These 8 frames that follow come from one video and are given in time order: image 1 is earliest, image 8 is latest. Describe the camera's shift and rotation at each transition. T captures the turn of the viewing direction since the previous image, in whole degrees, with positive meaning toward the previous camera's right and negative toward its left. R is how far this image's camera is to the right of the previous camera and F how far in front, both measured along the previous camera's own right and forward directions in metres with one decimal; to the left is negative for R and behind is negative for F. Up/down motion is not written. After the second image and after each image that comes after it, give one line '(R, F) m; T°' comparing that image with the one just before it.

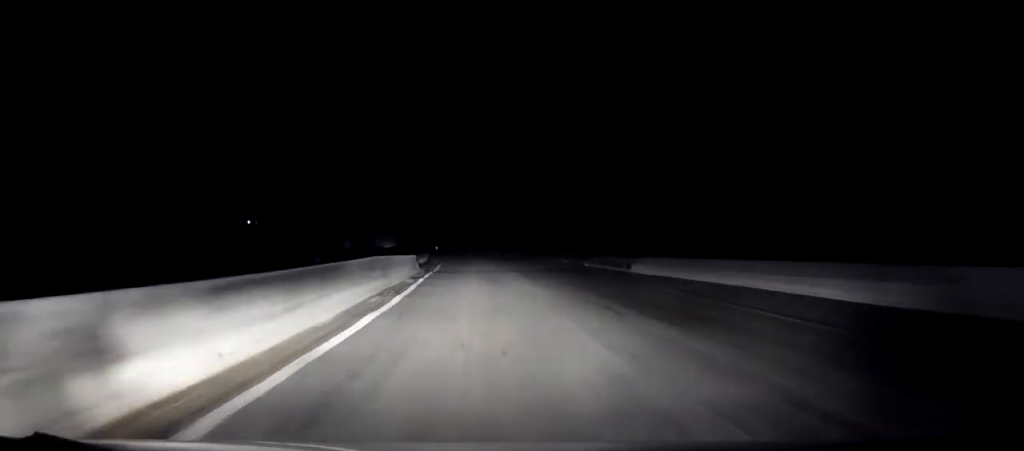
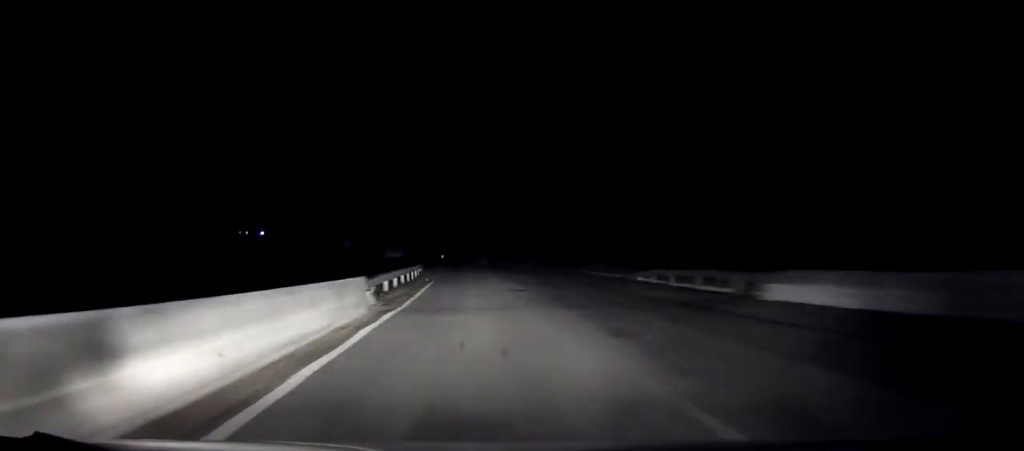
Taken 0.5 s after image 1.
(-0.1, +16.1) m; -1°
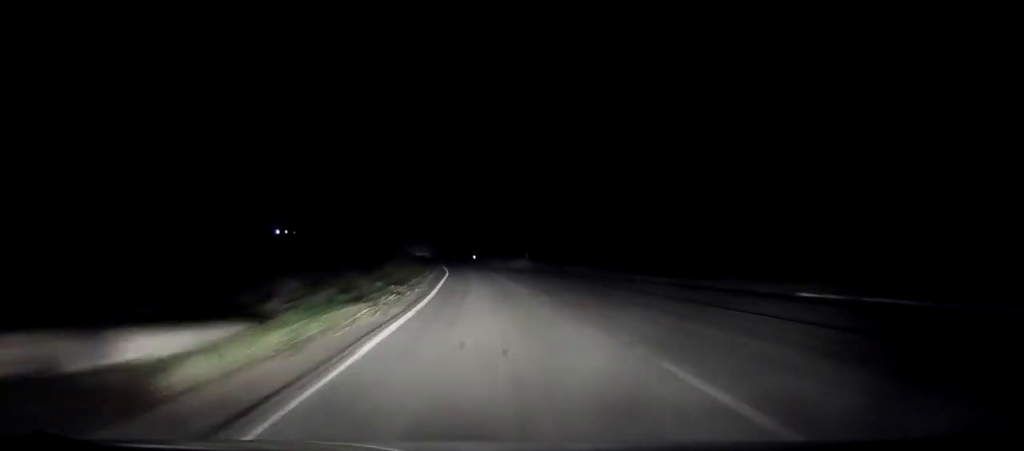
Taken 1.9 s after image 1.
(-1.0, +45.0) m; -3°
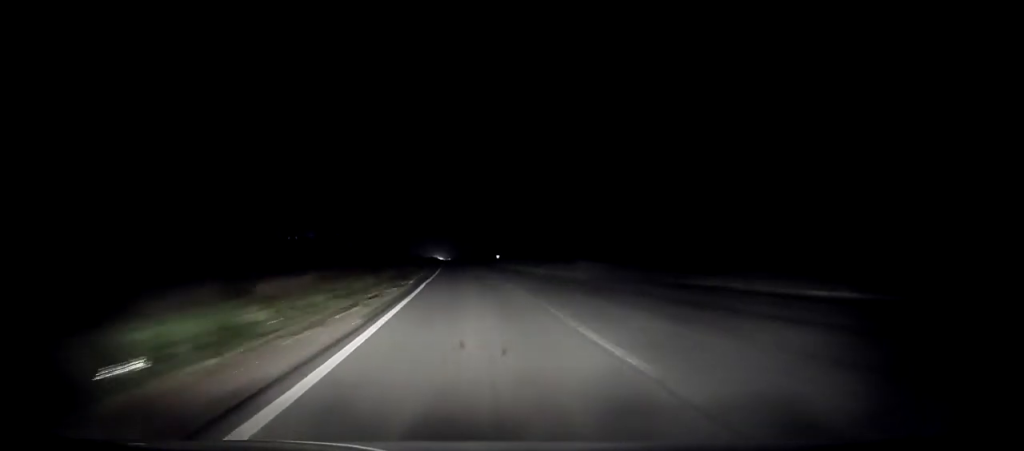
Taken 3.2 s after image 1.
(-0.7, +43.6) m; -2°
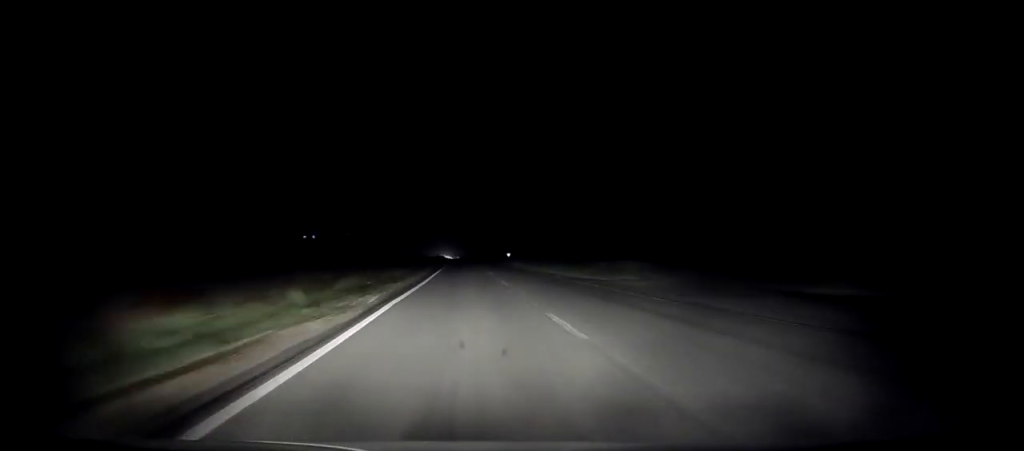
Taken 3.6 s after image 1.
(-0.2, +13.2) m; -1°
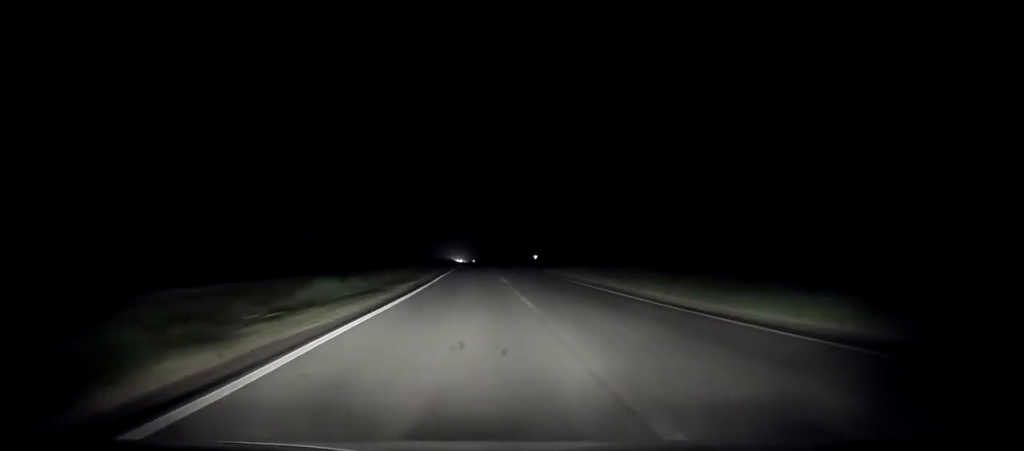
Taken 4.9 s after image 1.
(-0.6, +41.0) m; -1°
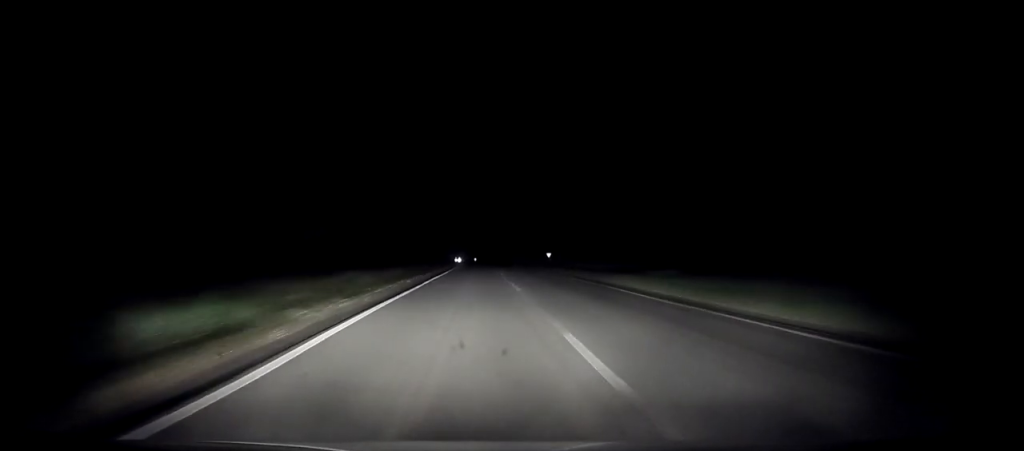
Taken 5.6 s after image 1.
(-0.1, +25.7) m; 0°
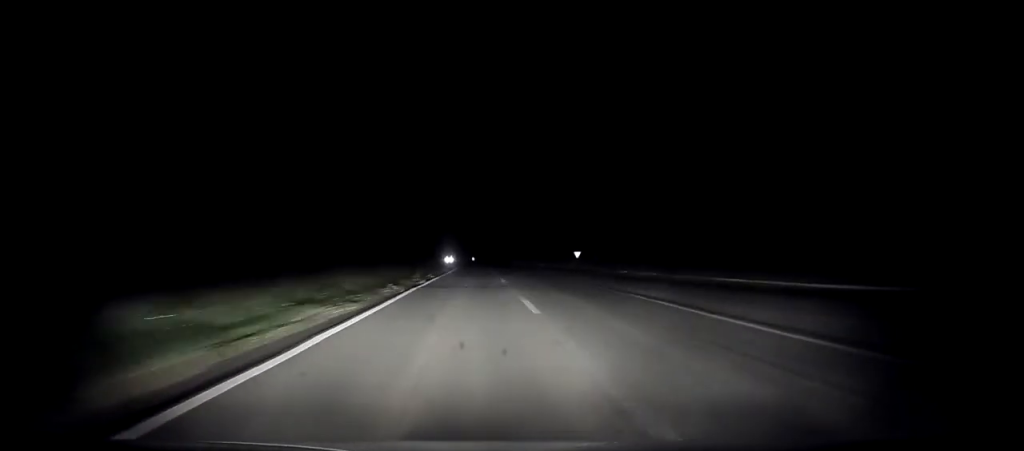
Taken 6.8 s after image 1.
(-0.2, +39.4) m; 0°
